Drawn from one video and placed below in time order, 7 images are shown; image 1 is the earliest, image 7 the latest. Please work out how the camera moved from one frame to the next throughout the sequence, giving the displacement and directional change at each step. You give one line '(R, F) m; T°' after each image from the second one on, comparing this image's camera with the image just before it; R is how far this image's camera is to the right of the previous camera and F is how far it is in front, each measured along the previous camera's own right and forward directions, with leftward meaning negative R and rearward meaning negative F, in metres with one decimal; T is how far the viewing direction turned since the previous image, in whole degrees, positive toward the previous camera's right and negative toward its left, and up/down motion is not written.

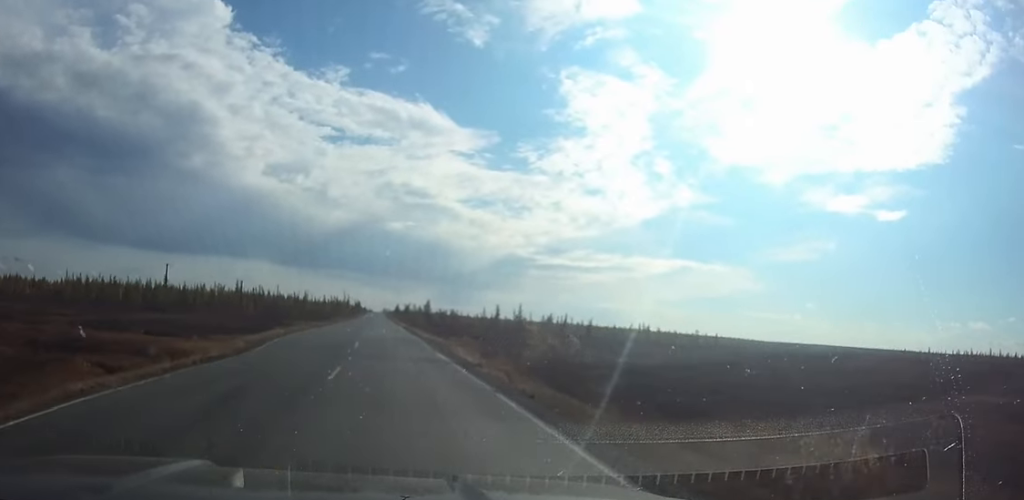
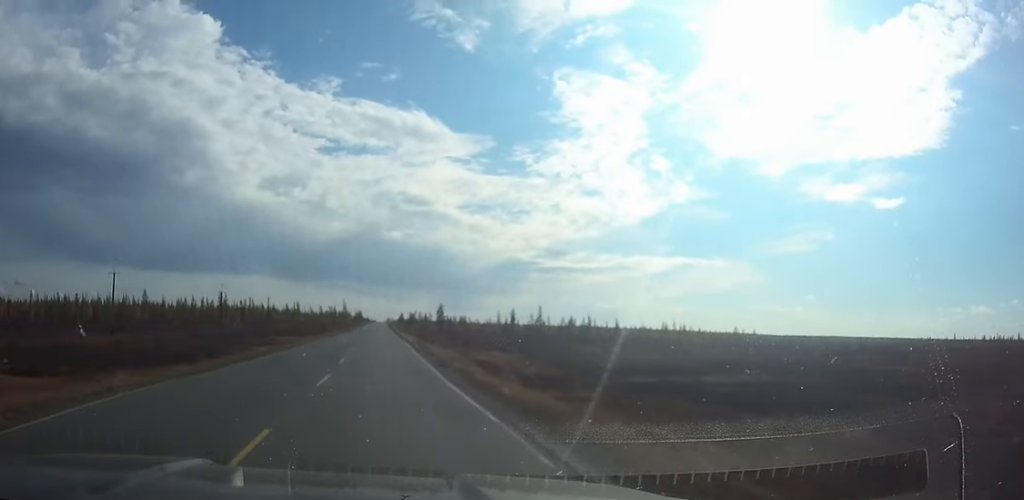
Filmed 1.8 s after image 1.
(0.0, +30.0) m; 0°
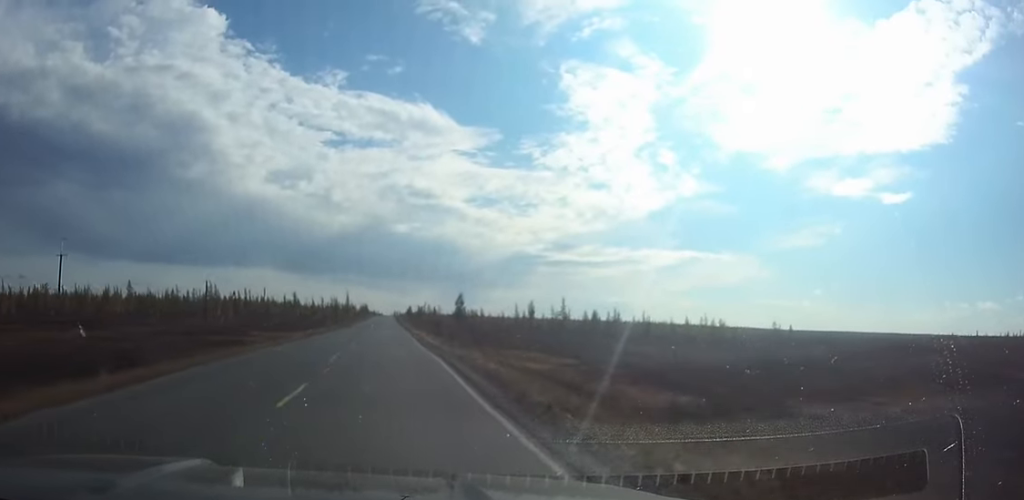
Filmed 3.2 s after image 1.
(-0.1, +22.2) m; 0°
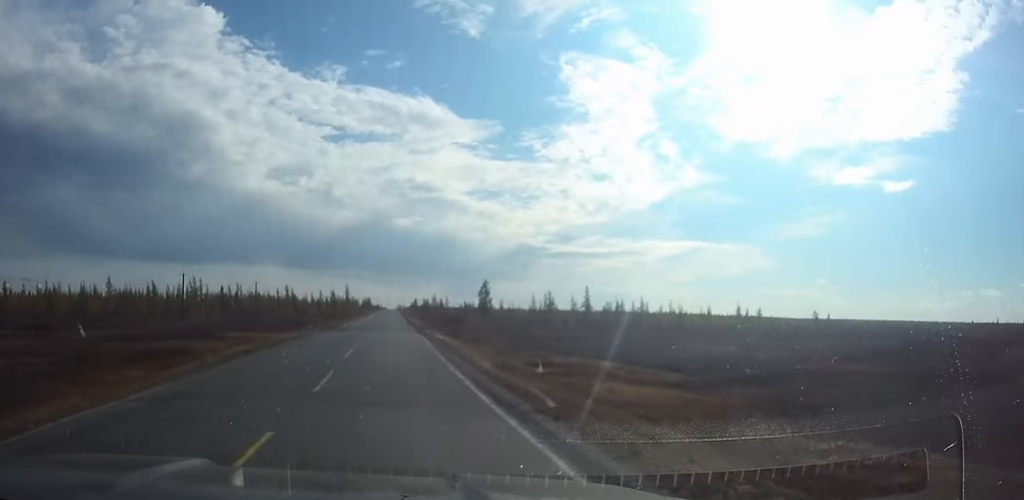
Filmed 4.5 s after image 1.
(0.0, +21.1) m; 0°
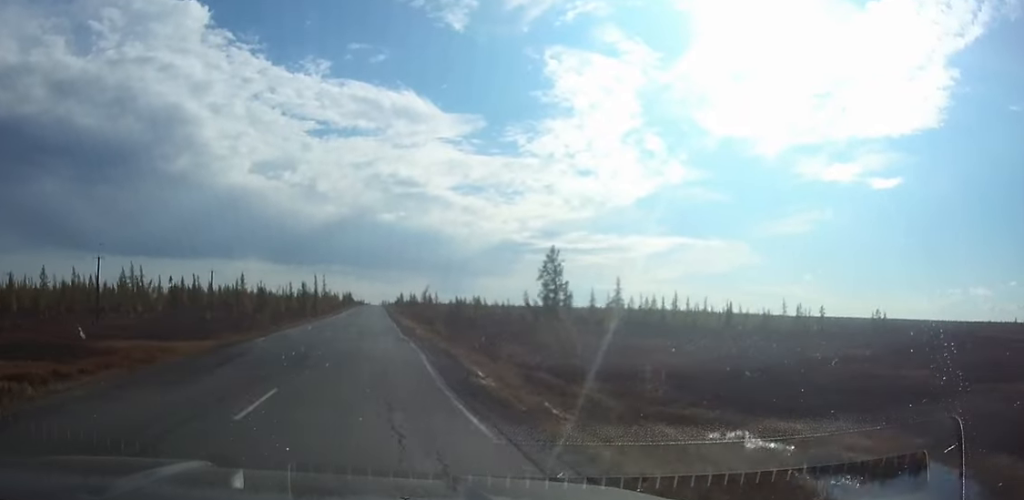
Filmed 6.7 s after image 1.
(+0.1, +36.7) m; 0°
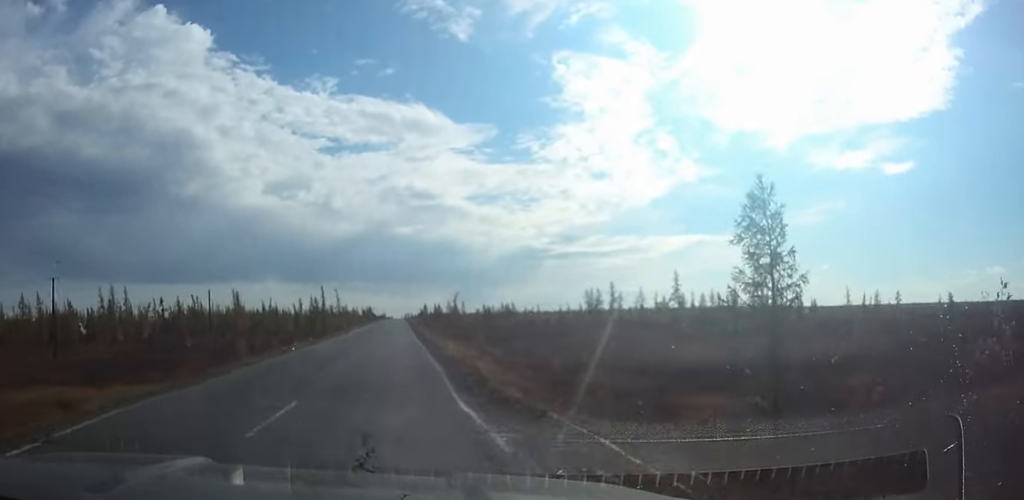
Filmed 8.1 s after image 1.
(-0.2, +21.0) m; 0°
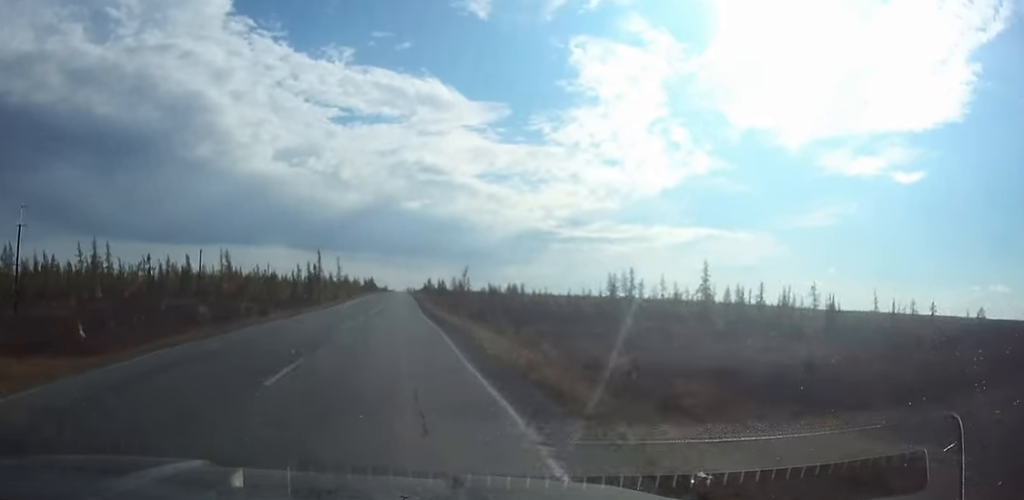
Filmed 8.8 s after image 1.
(0.0, +10.4) m; 0°
